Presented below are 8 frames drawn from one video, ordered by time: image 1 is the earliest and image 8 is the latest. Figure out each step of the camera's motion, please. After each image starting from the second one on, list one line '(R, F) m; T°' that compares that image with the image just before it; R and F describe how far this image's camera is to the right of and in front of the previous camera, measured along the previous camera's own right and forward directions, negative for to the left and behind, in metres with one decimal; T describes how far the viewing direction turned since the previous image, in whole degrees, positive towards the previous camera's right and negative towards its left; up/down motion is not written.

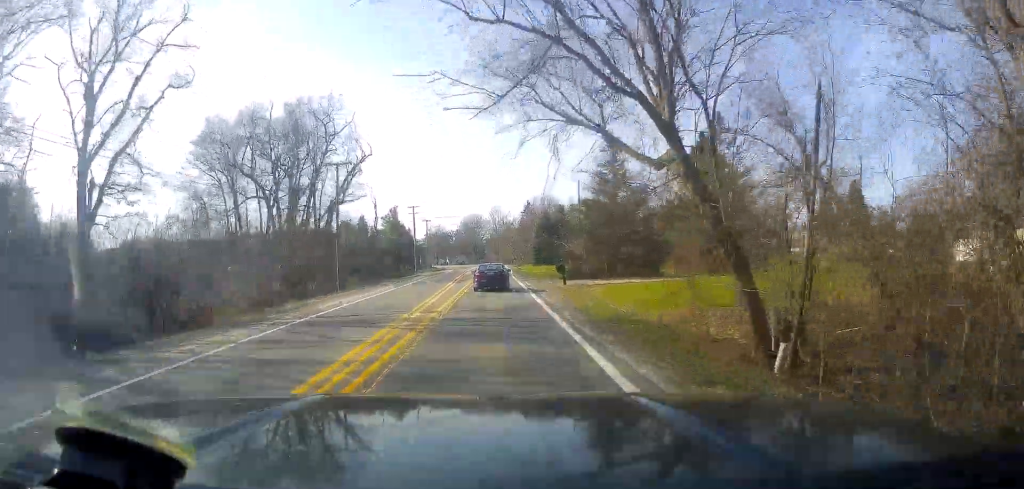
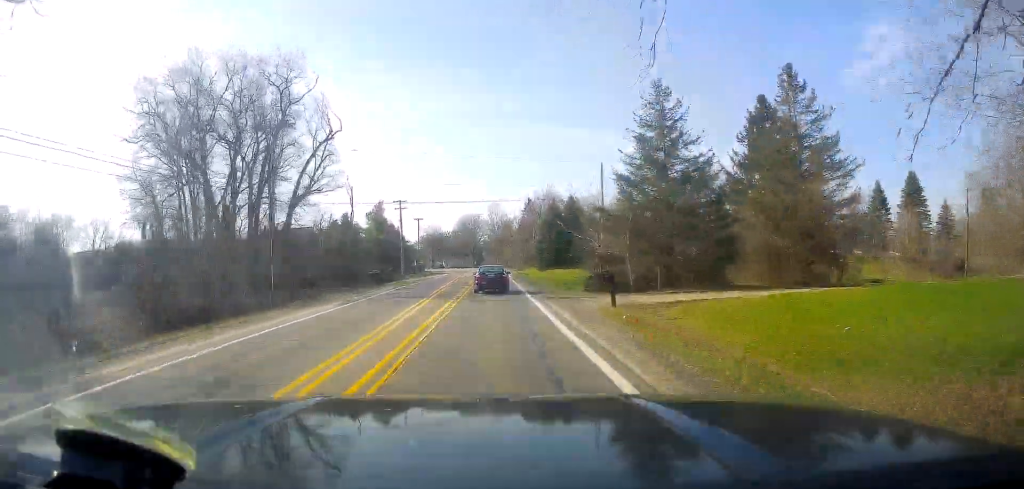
(-0.3, +14.5) m; 0°
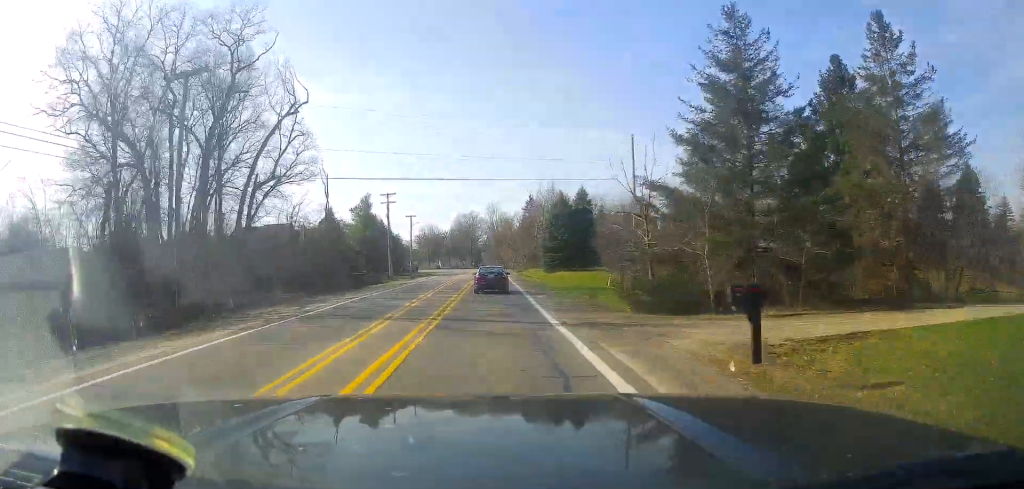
(+0.1, +11.4) m; -1°
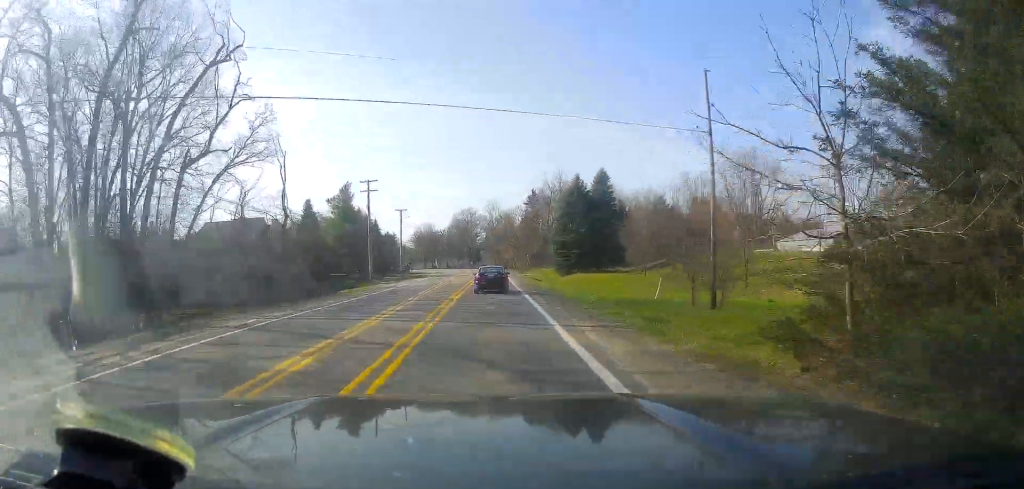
(+0.1, +13.9) m; -1°
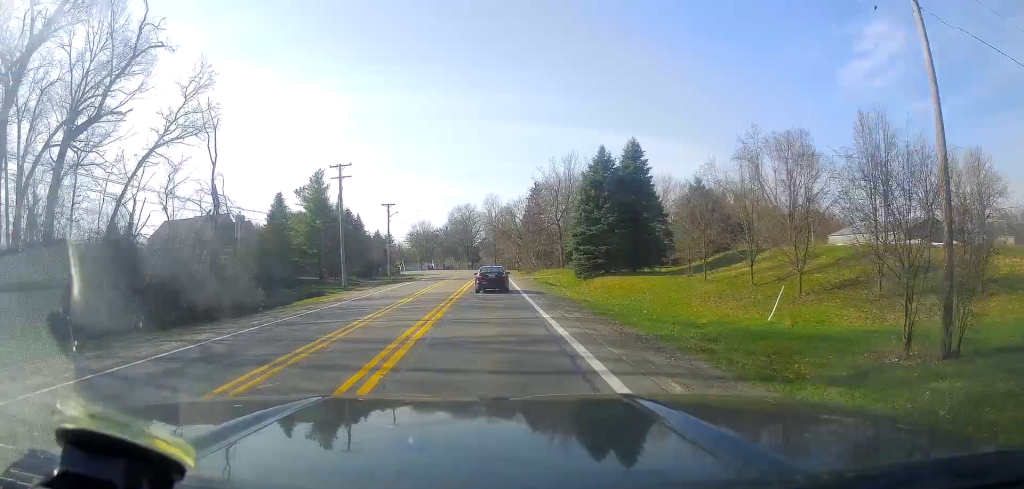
(-0.6, +13.9) m; 0°
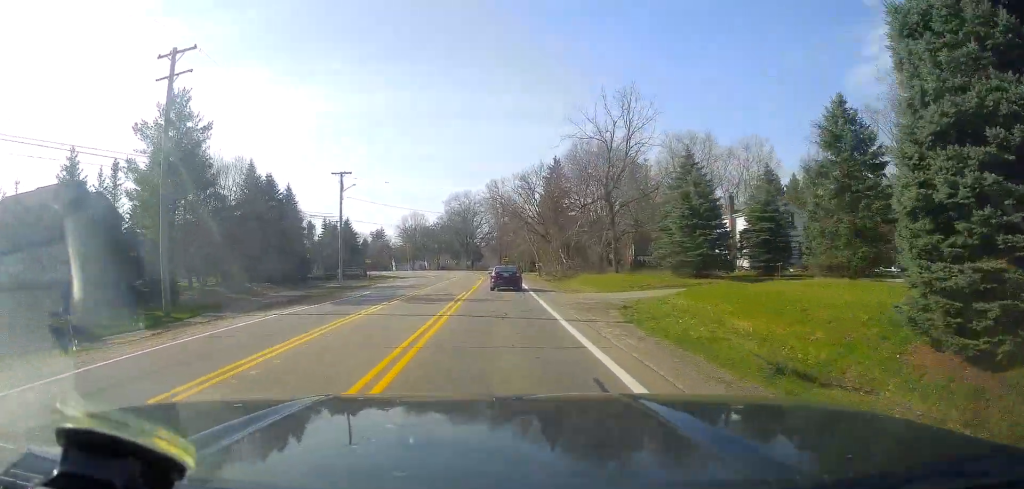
(+0.1, +36.6) m; 0°
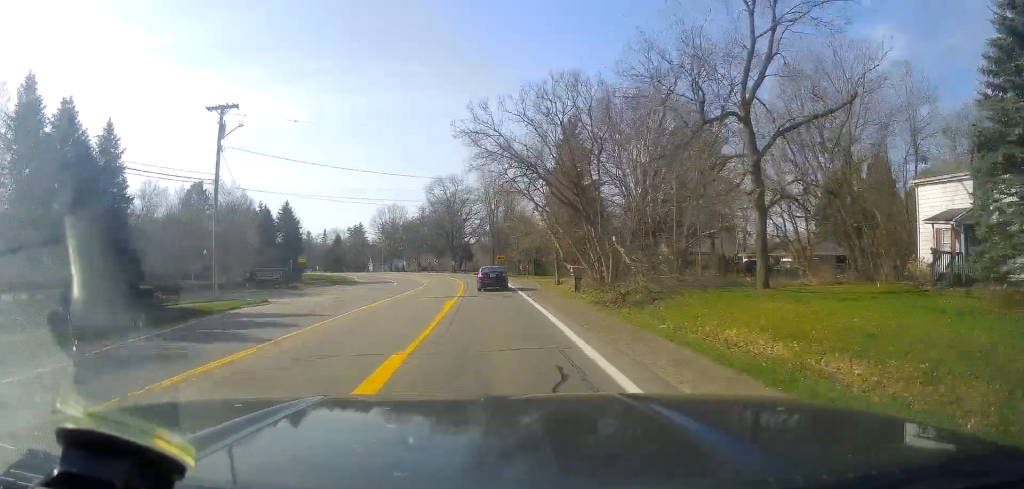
(+0.7, +31.3) m; +1°
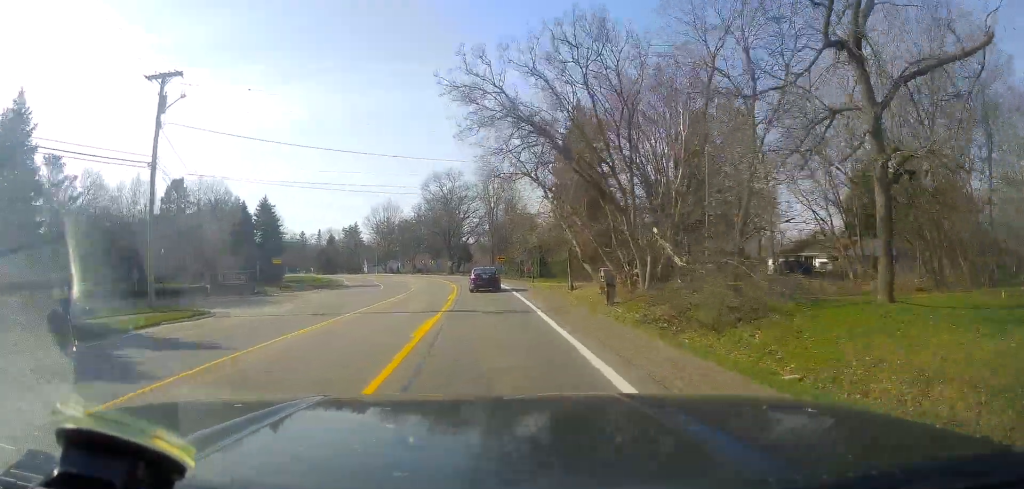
(-0.2, +8.1) m; 0°
